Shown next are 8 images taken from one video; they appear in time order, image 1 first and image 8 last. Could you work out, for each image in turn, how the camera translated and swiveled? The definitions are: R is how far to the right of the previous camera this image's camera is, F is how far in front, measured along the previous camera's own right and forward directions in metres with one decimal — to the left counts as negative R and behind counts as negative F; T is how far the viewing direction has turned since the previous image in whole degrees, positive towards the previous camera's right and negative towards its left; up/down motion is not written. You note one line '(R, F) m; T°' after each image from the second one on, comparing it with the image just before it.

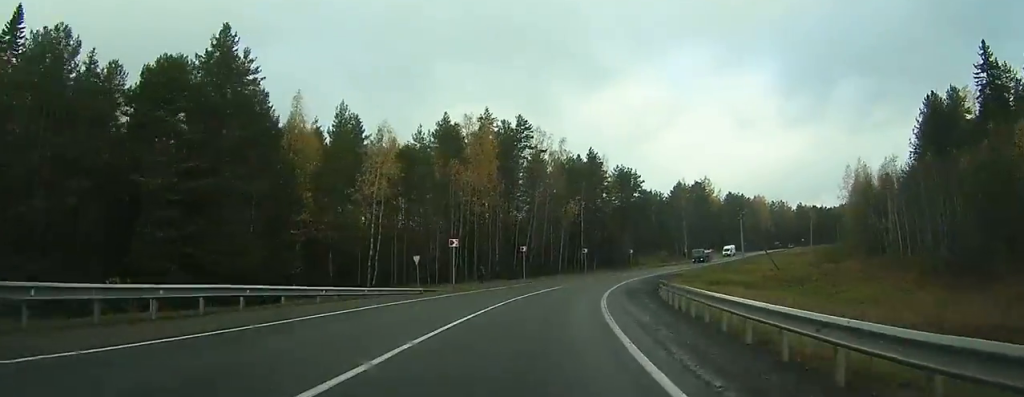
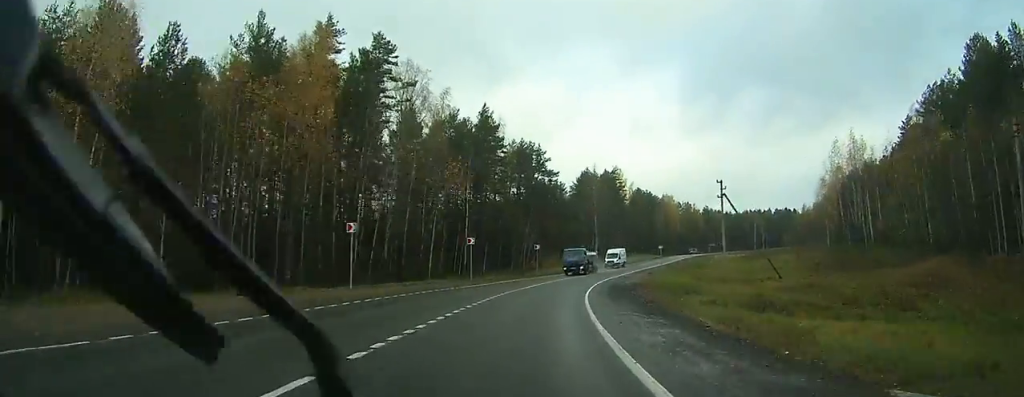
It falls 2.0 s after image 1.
(+2.4, +32.2) m; +10°
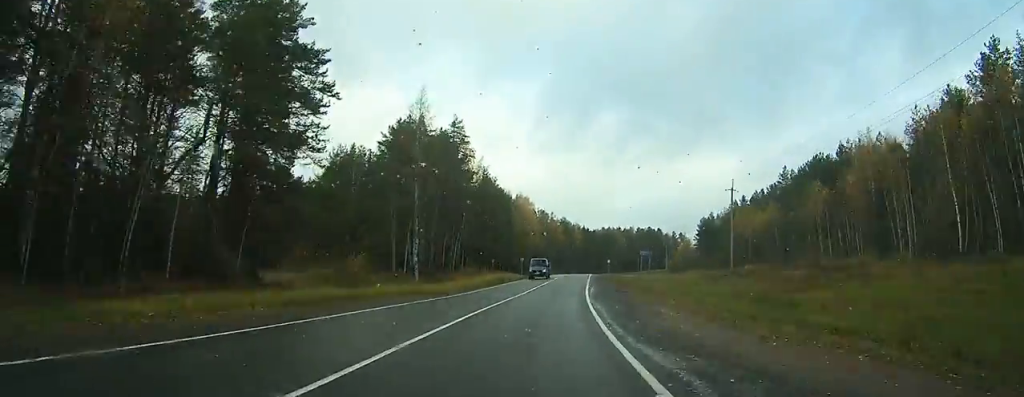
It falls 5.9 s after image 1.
(+10.5, +61.2) m; +18°
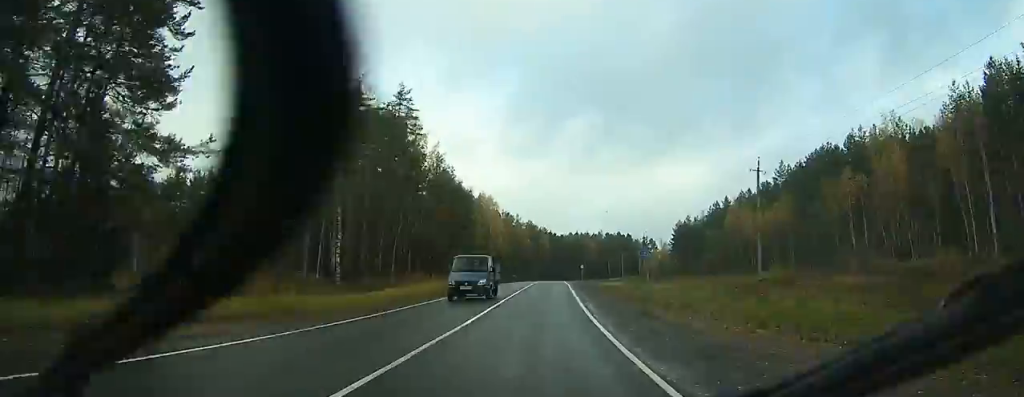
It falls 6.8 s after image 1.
(+0.3, +15.6) m; +3°
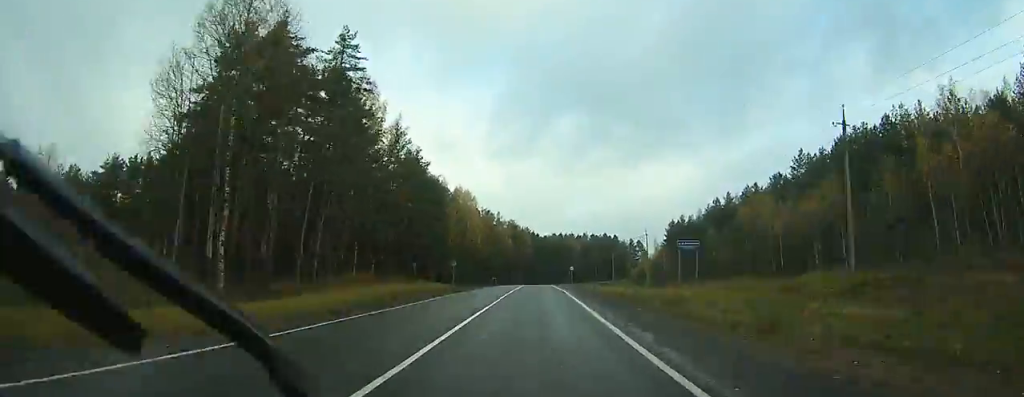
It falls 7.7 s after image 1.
(+0.6, +16.2) m; +2°
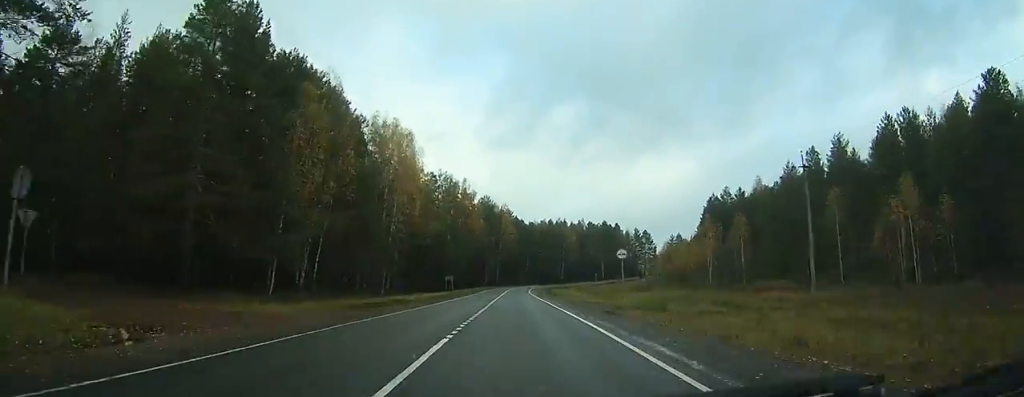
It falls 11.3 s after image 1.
(+2.6, +63.9) m; +3°
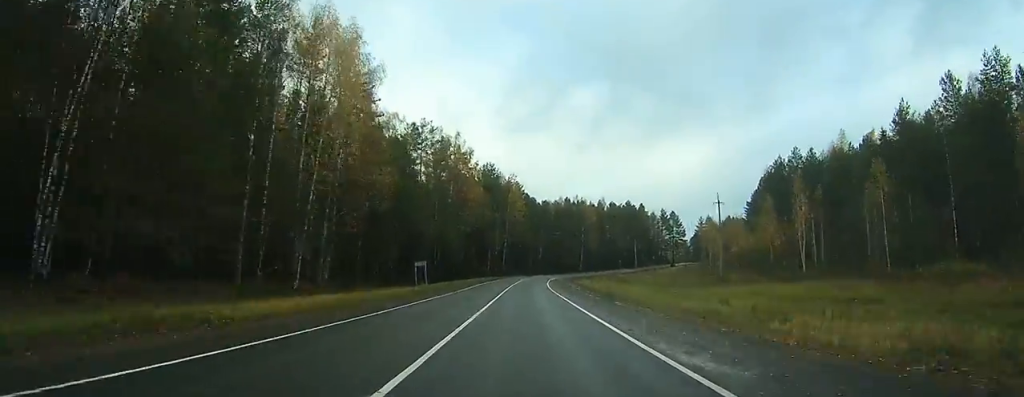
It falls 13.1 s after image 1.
(+0.1, +34.1) m; 0°
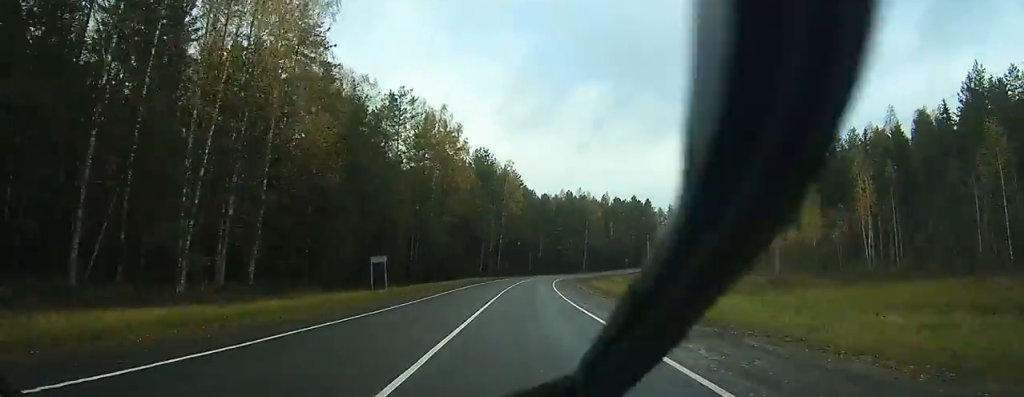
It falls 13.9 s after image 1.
(-0.1, +16.7) m; 0°
